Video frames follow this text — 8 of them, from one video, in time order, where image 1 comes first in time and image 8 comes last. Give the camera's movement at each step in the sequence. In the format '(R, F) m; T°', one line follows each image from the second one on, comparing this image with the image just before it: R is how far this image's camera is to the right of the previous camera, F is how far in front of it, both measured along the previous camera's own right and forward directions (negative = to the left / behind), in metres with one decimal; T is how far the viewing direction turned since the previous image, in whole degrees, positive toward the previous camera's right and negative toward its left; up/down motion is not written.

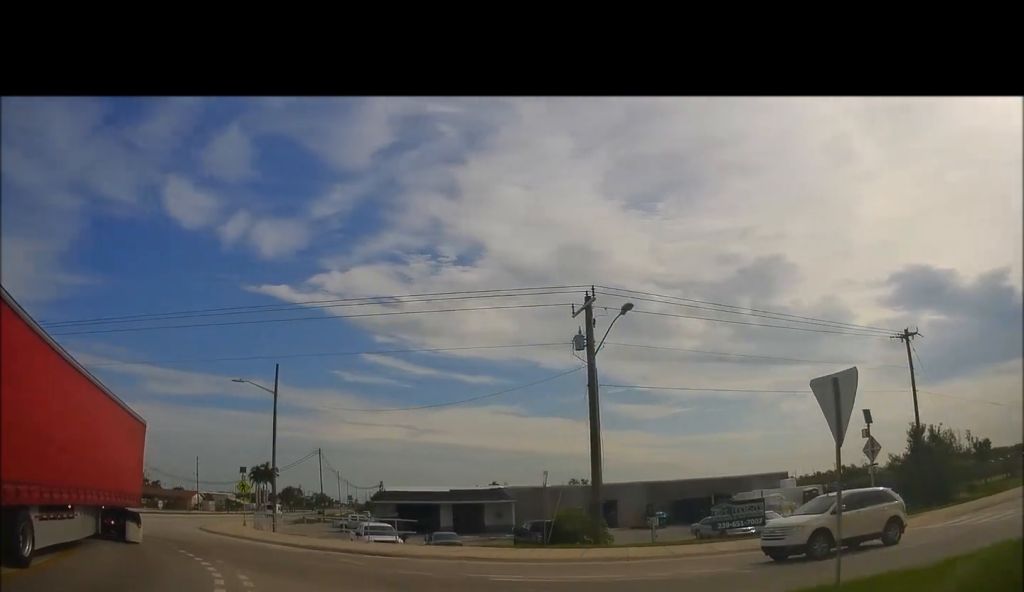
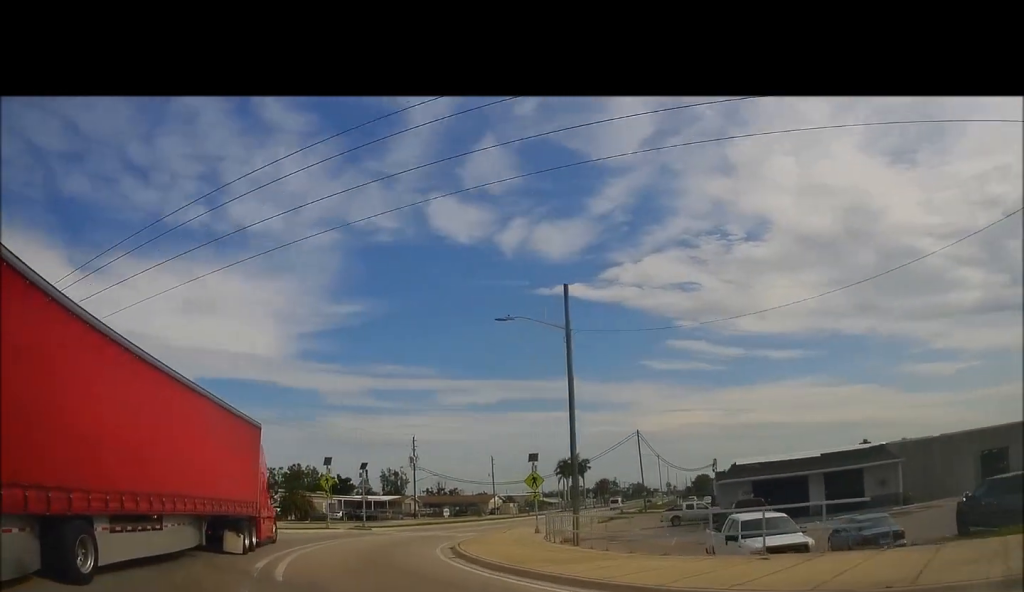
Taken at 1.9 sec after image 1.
(-1.6, +11.5) m; -21°
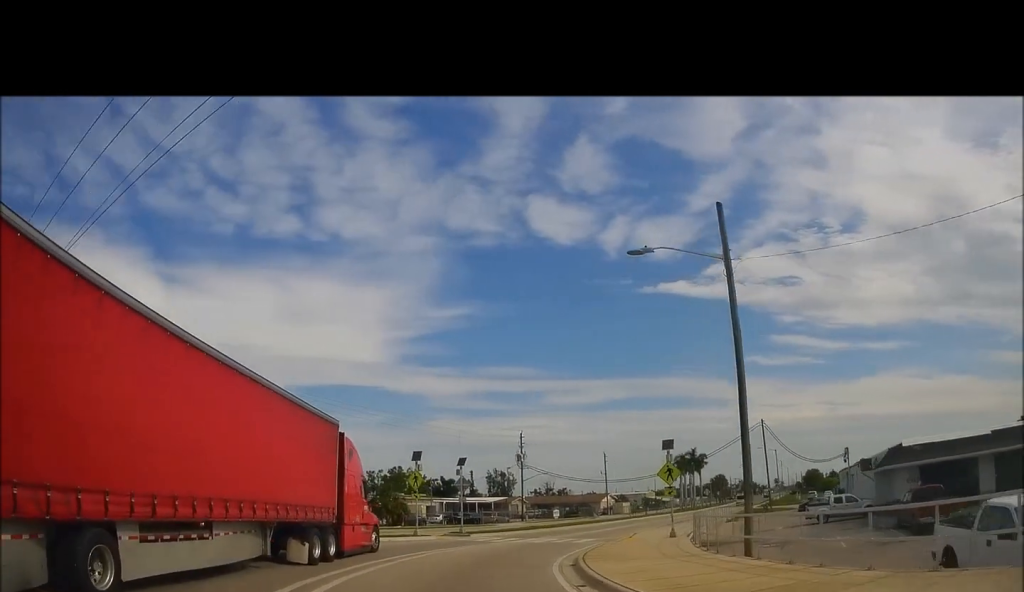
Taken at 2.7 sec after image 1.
(-0.4, +5.4) m; -10°
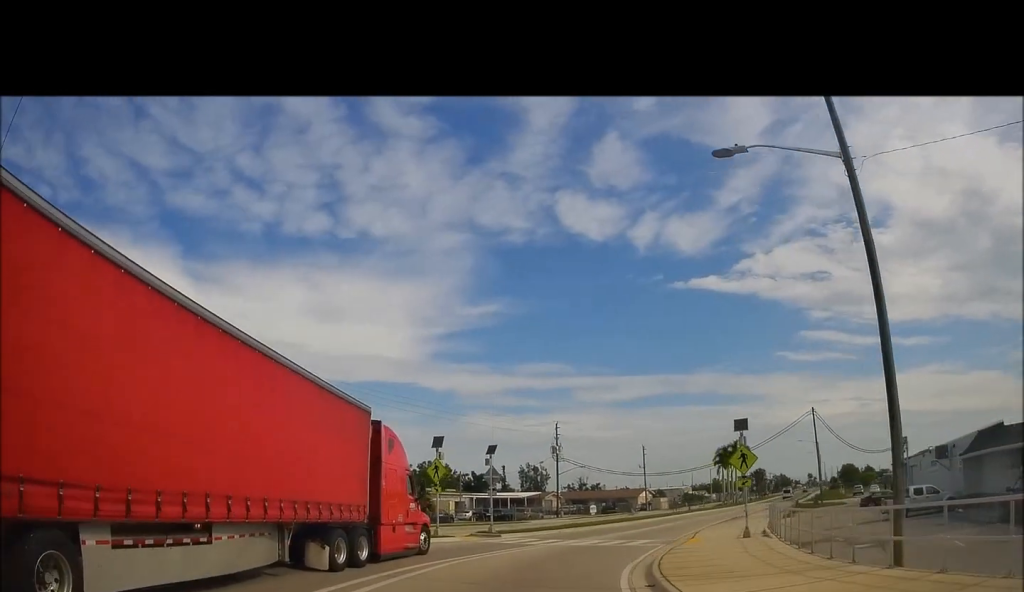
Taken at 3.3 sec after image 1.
(-0.3, +4.2) m; -7°
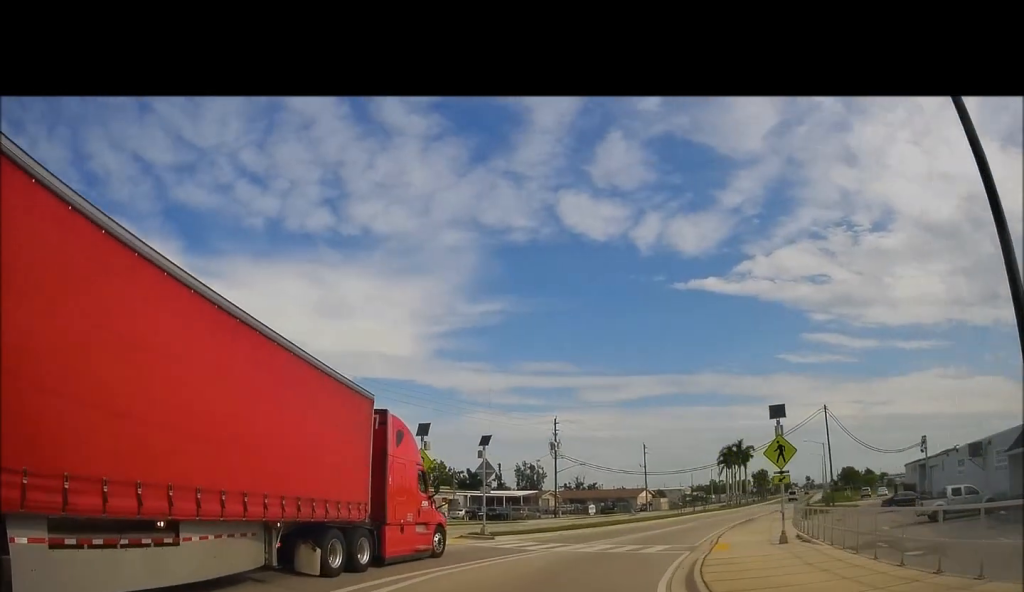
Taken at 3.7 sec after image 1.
(-0.3, +3.0) m; -4°
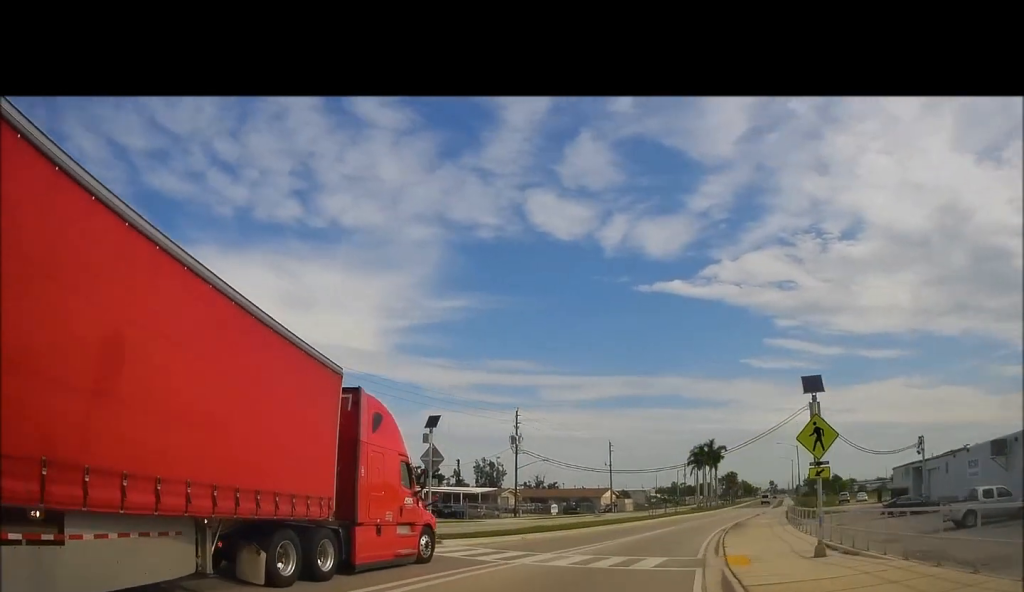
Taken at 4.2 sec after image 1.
(-0.2, +4.2) m; -4°
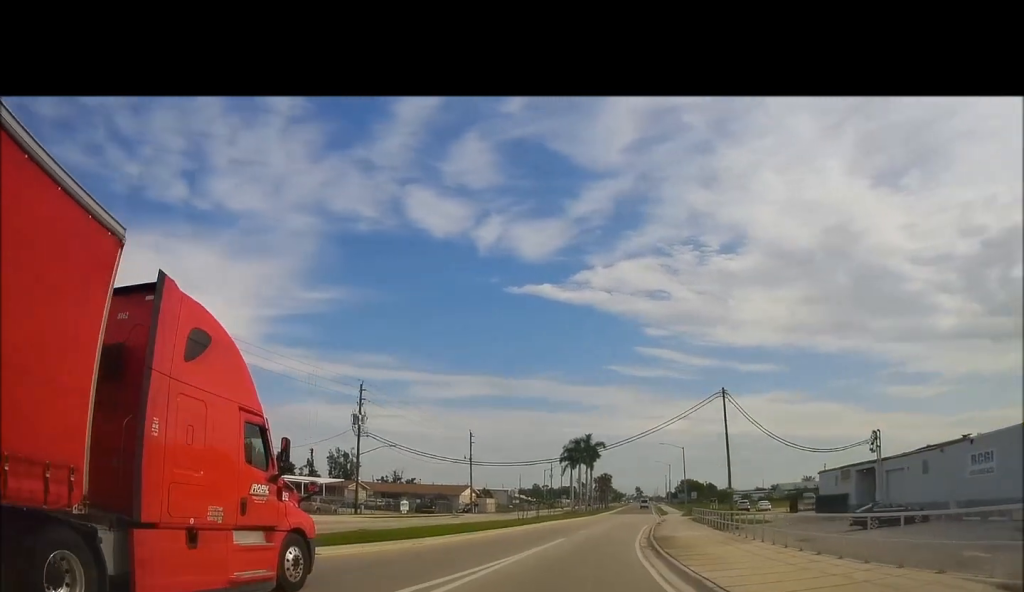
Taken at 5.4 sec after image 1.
(-0.4, +10.2) m; -2°
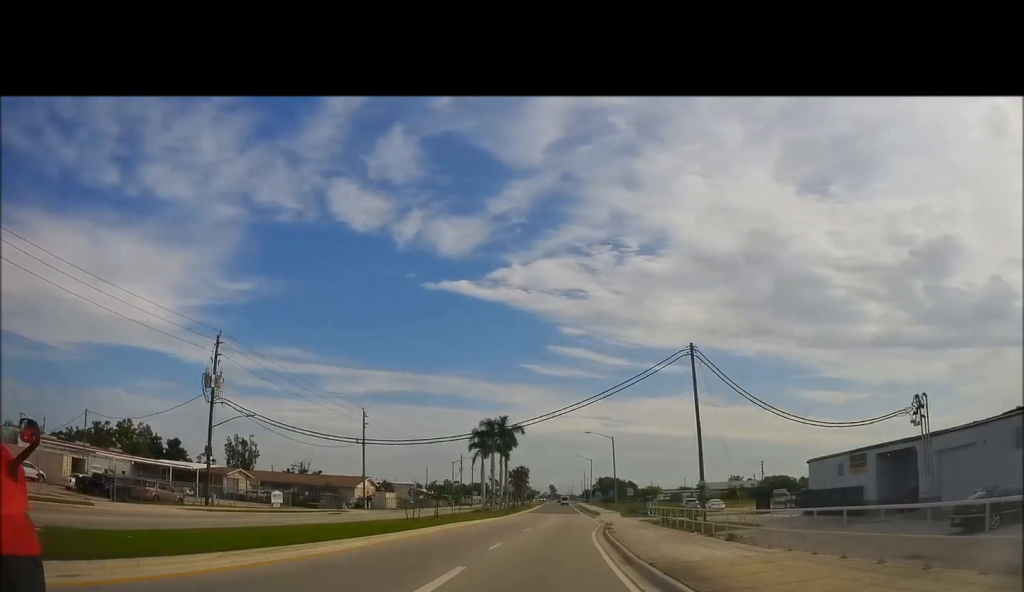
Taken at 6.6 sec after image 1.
(+0.3, +12.3) m; +6°
